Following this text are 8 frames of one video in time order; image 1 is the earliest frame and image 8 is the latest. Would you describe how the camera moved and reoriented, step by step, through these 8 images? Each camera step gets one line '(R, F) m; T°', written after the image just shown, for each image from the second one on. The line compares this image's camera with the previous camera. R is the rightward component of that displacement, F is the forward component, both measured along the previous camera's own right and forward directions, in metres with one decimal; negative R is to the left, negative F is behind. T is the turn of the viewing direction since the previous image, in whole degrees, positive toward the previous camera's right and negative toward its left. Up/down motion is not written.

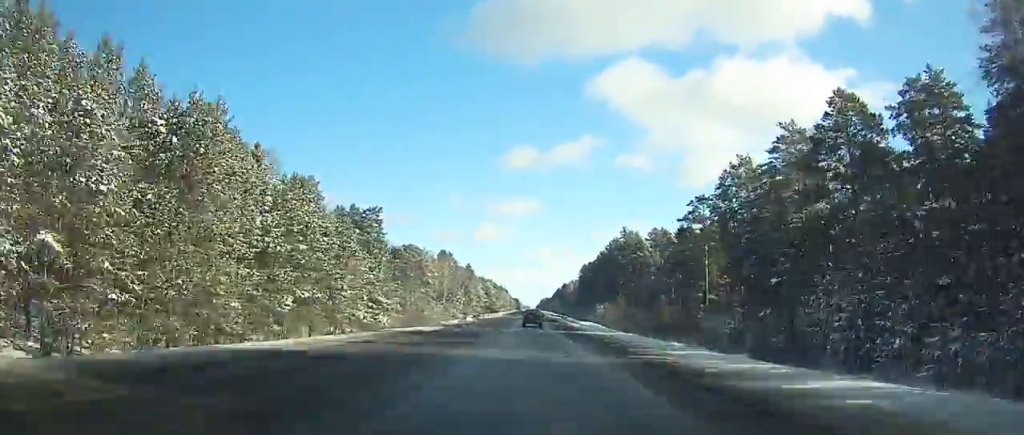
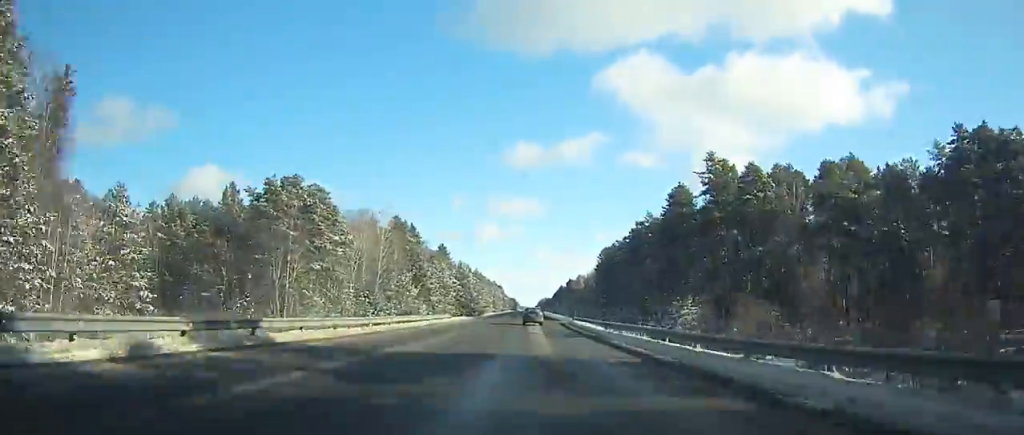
(+0.1, +89.1) m; 0°
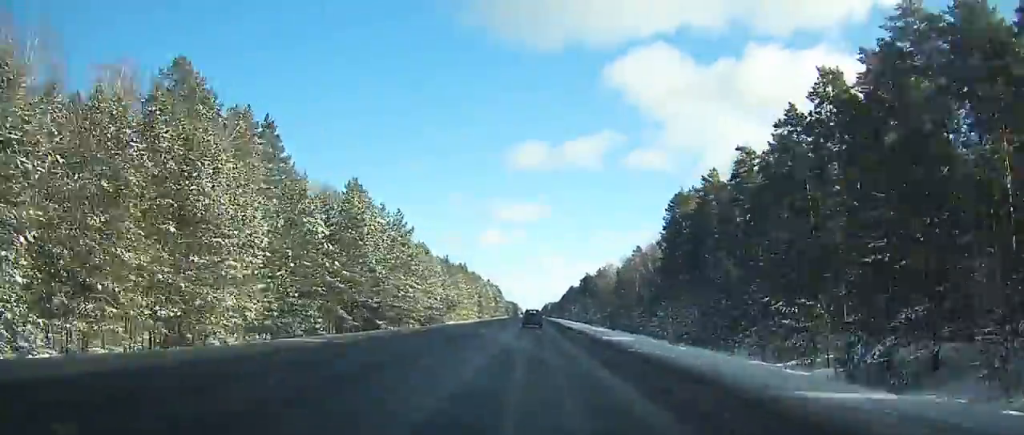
(-0.1, +112.3) m; 0°
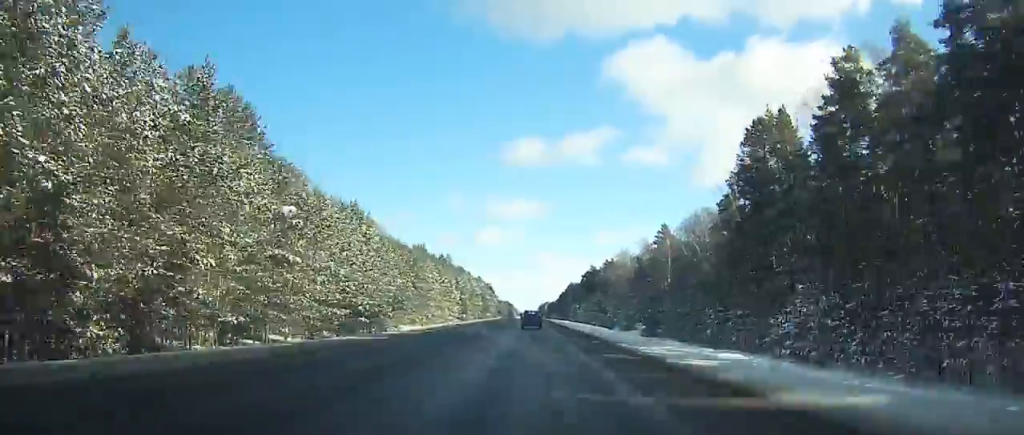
(0.0, +45.1) m; 0°
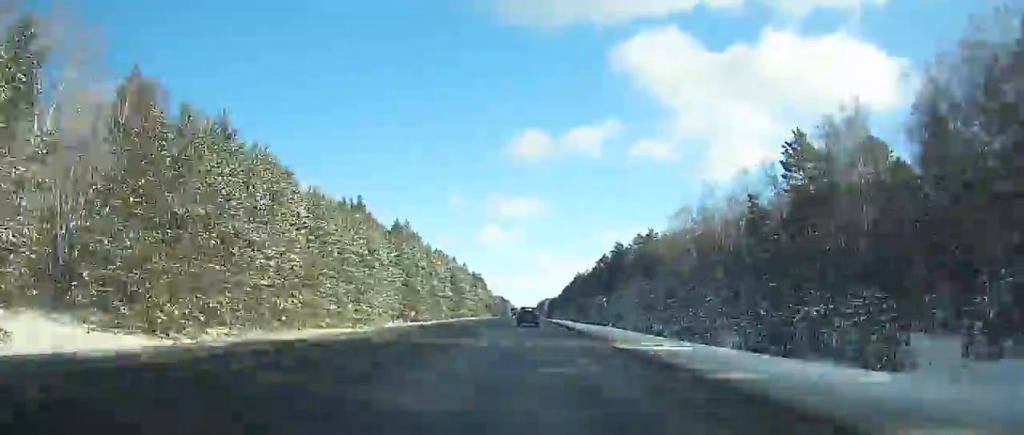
(+0.1, +82.2) m; 0°
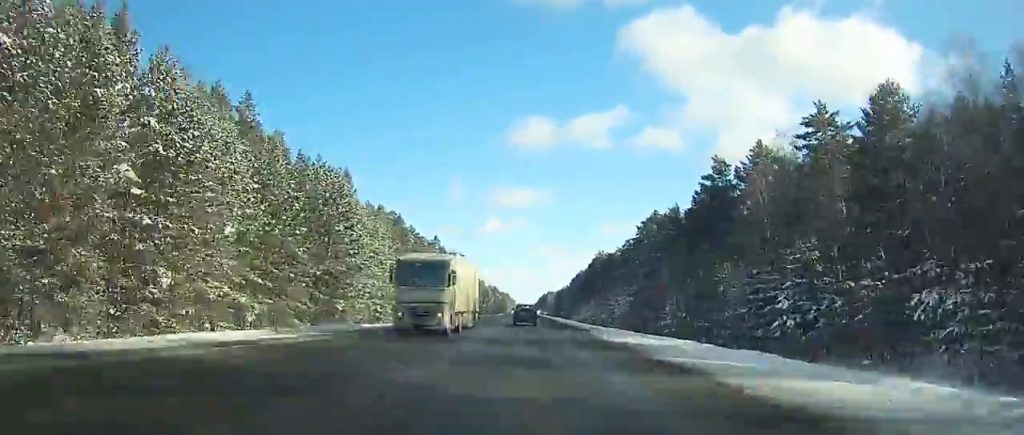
(+0.2, +99.5) m; 0°
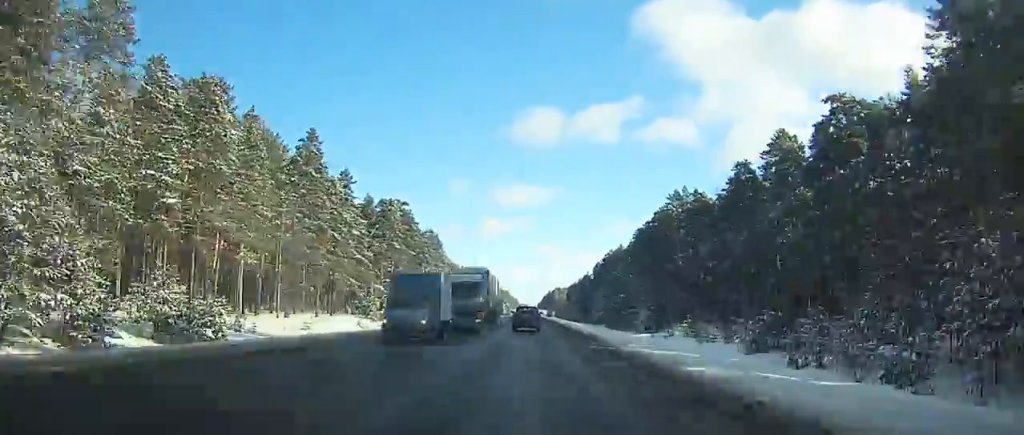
(0.0, +130.3) m; 0°
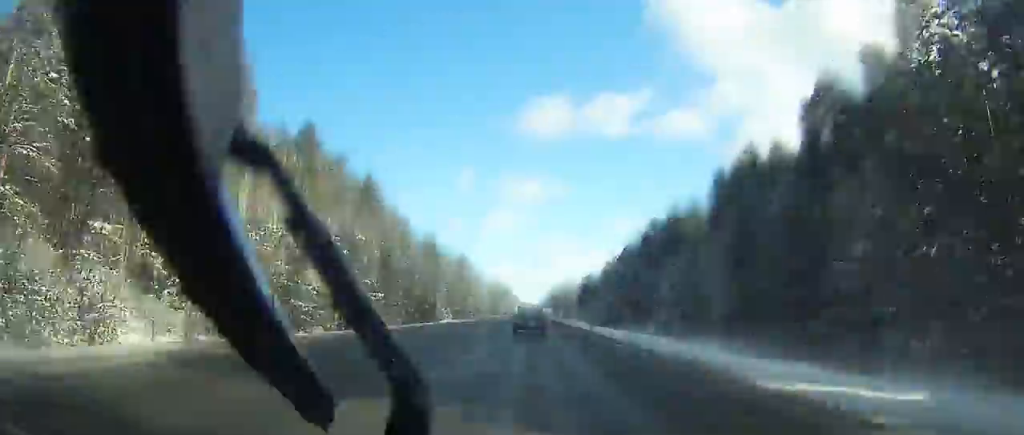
(0.0, +83.7) m; 0°
